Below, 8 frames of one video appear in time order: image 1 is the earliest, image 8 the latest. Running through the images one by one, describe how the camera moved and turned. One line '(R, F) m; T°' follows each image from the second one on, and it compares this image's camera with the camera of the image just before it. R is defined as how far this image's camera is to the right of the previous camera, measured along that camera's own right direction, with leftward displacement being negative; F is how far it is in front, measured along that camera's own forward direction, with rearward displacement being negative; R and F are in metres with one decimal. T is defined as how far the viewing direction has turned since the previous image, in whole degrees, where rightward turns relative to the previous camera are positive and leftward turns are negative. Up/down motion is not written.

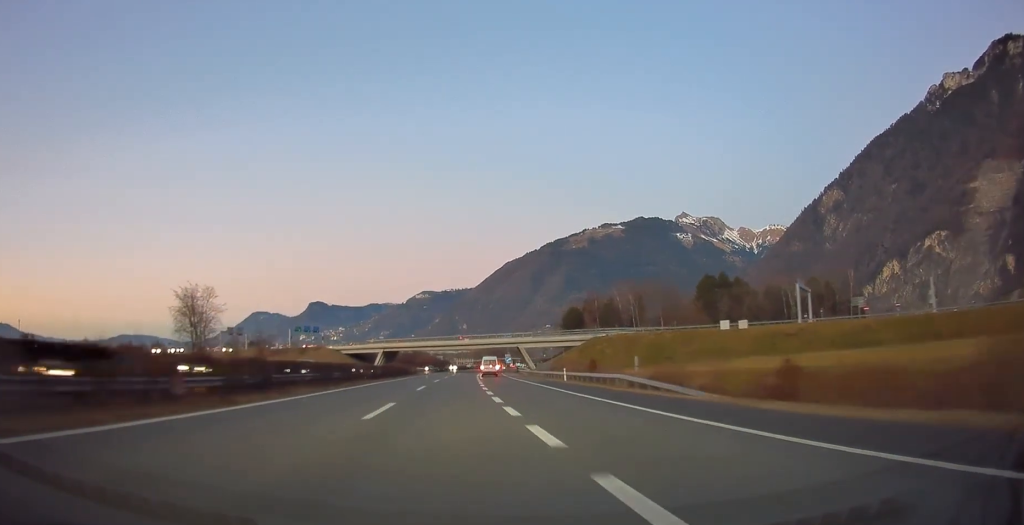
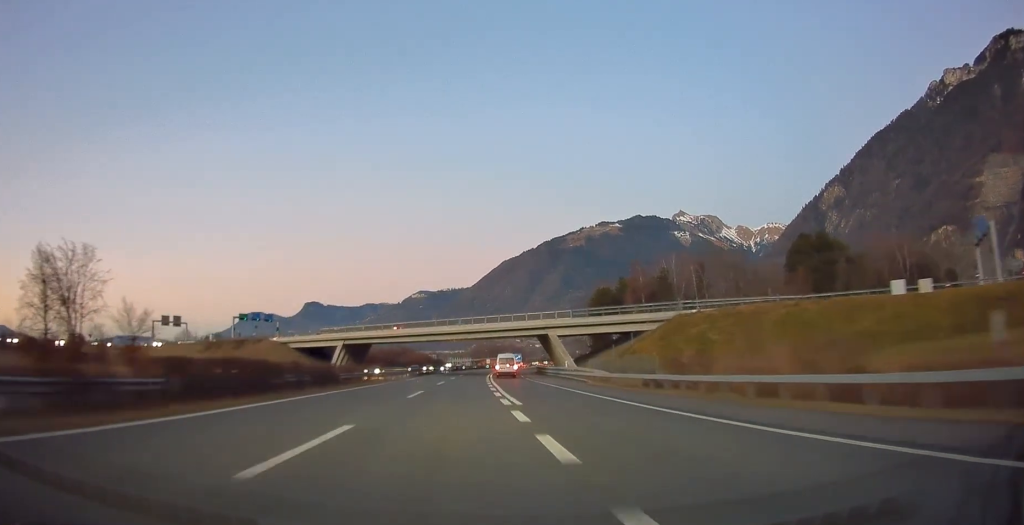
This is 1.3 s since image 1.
(+0.3, +45.4) m; +1°
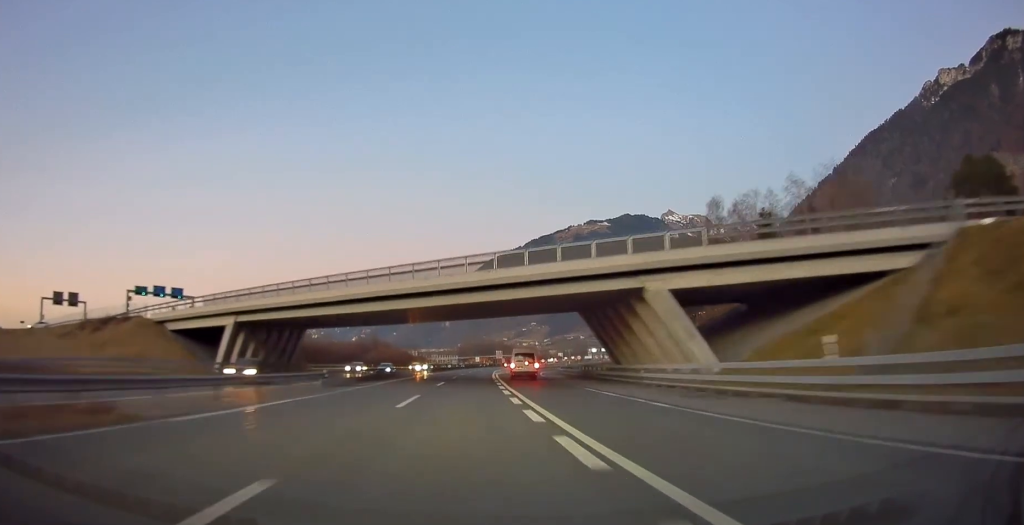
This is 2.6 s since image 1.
(+0.1, +43.1) m; 0°
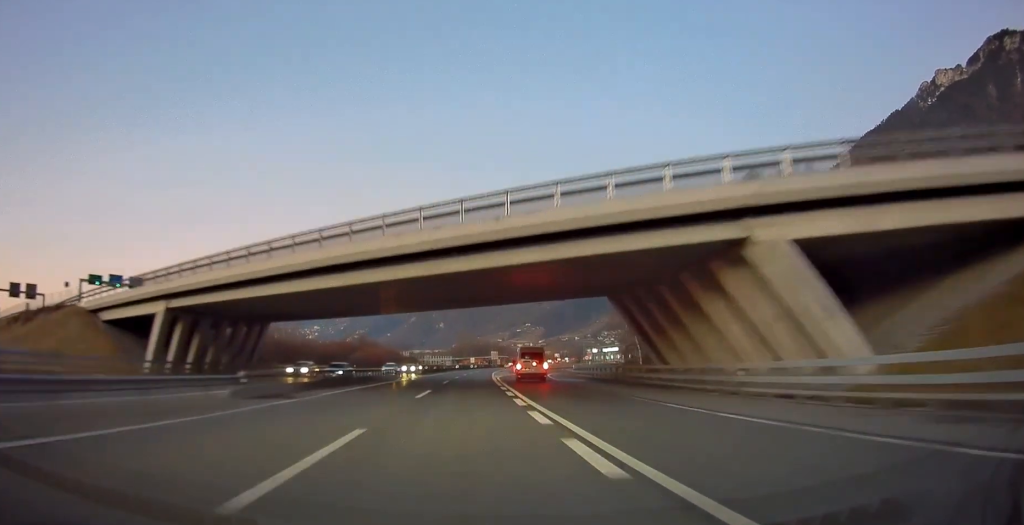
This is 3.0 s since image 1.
(0.0, +13.6) m; 0°
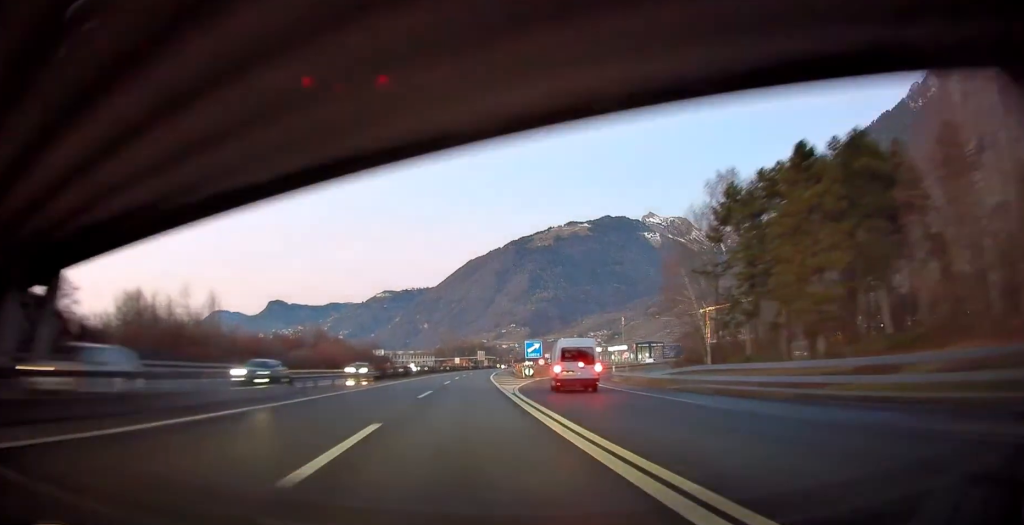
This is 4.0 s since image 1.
(+0.4, +35.0) m; +1°
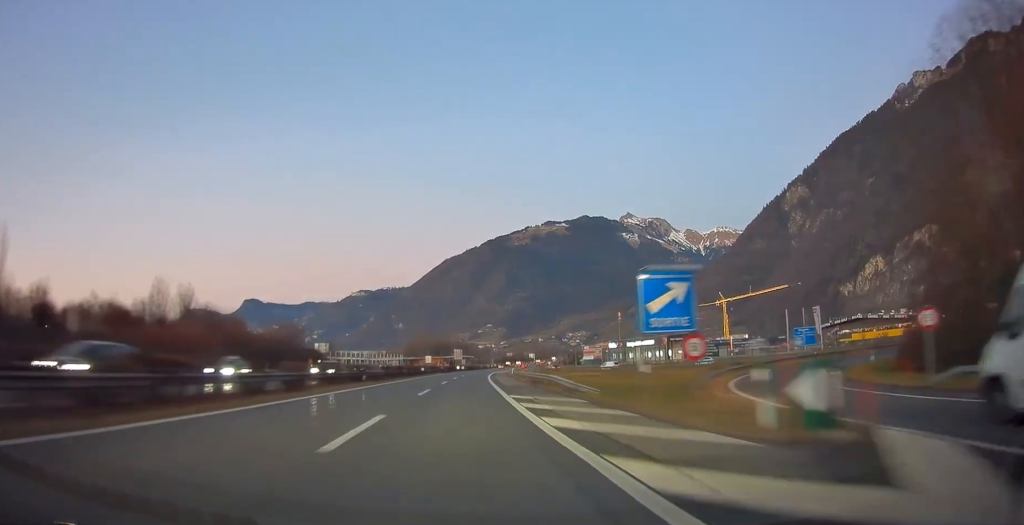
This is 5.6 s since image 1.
(+0.6, +53.5) m; +2°
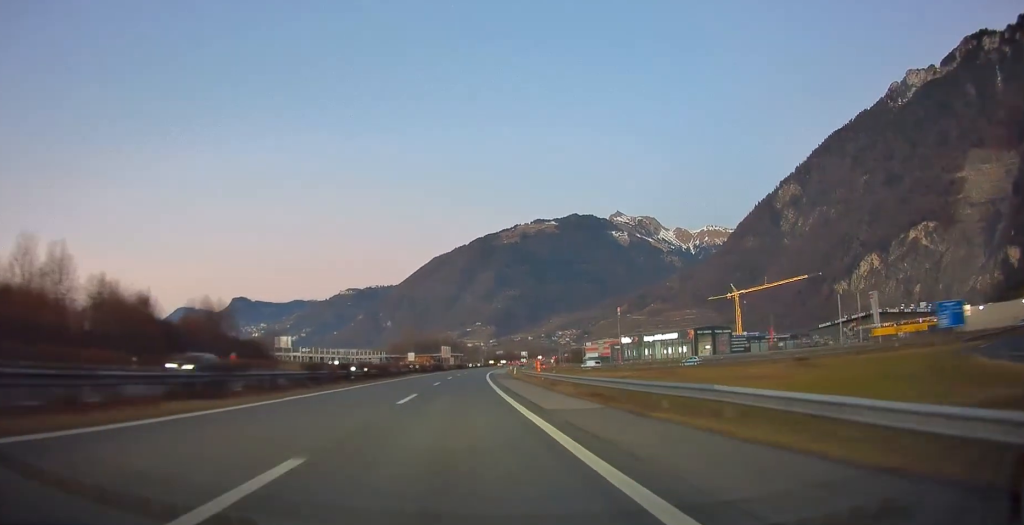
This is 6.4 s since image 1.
(+0.3, +26.3) m; +2°
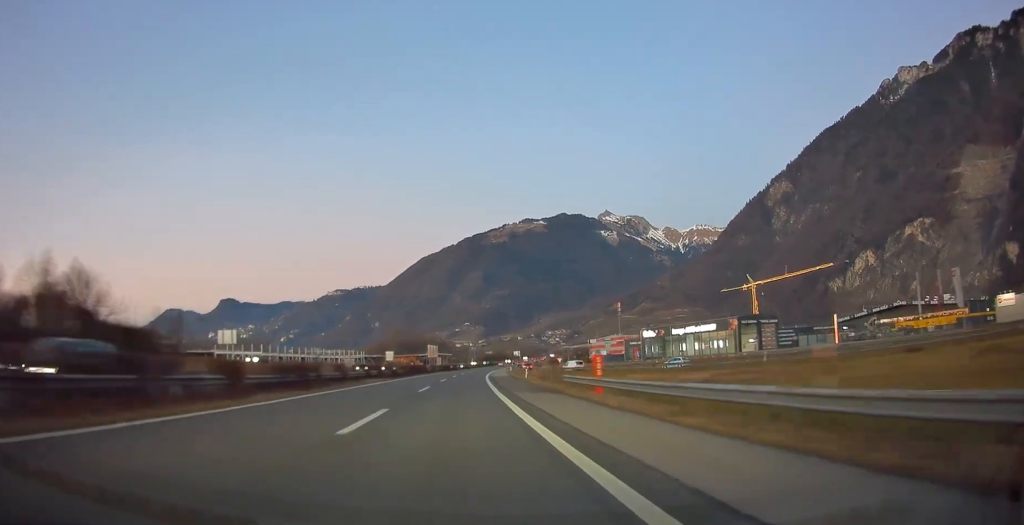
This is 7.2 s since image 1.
(+0.4, +27.0) m; +2°
